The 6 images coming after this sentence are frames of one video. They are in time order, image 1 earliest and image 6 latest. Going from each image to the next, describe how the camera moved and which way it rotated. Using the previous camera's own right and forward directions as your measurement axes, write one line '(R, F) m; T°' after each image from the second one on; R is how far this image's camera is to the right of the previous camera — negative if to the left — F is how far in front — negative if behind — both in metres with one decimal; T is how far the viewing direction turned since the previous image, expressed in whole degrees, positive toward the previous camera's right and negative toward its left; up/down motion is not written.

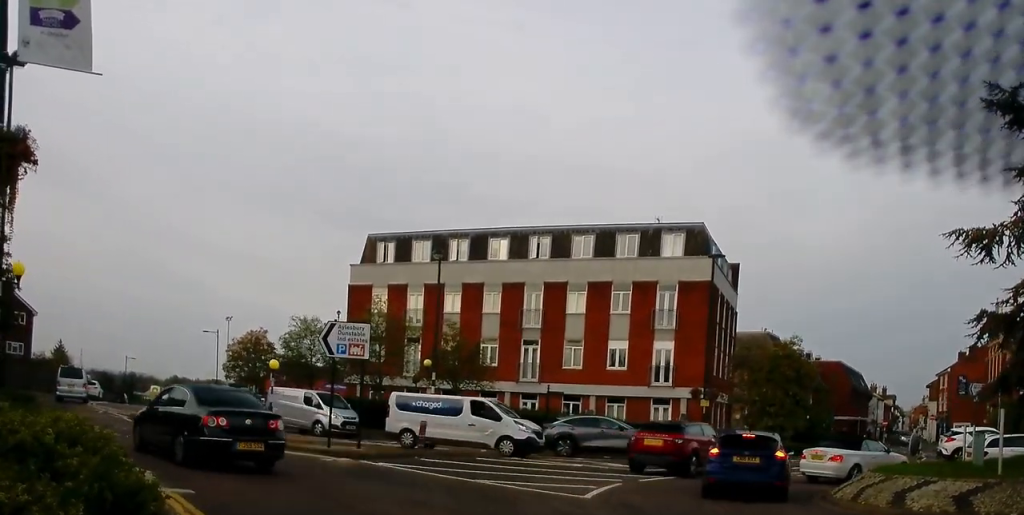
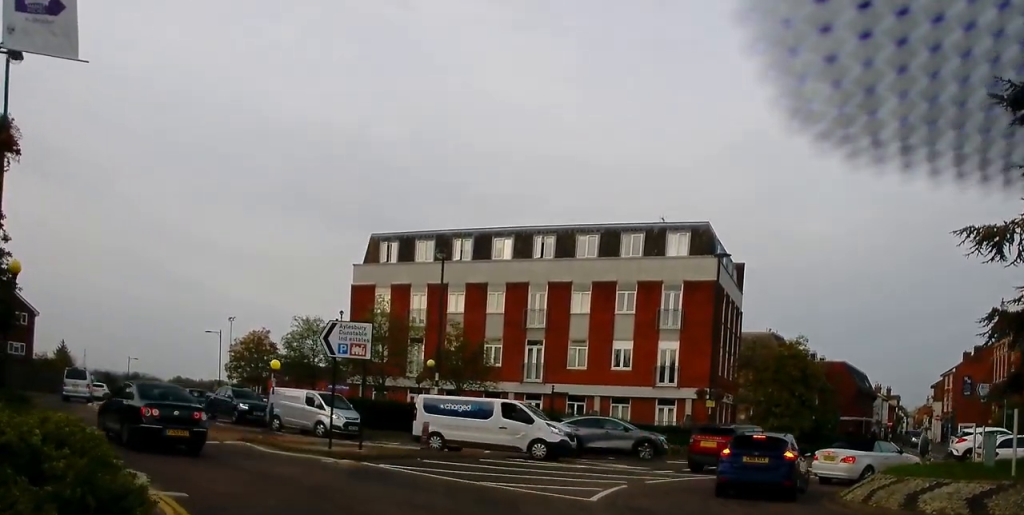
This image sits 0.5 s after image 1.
(0.0, +0.5) m; 0°
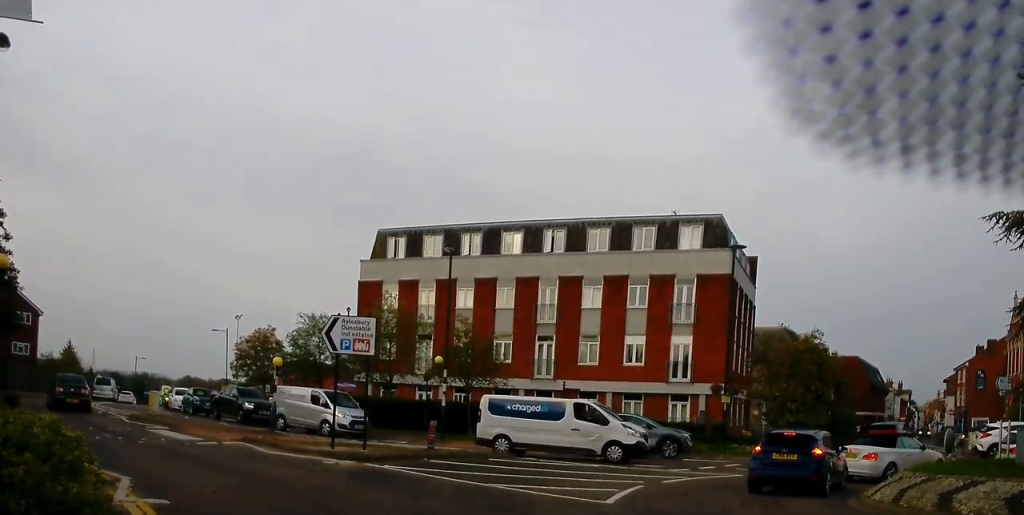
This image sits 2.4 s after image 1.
(+0.1, +0.3) m; 0°
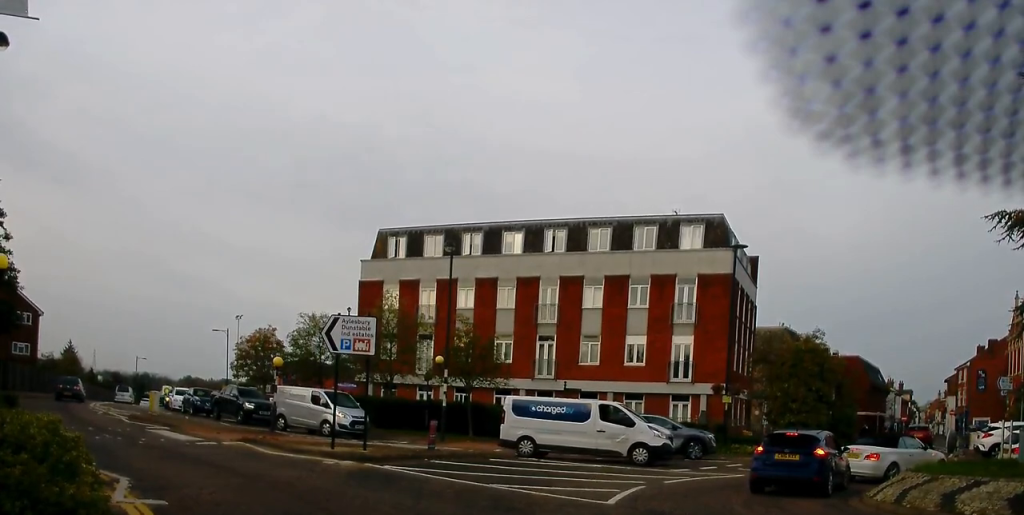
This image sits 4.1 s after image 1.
(0.0, 0.0) m; 0°
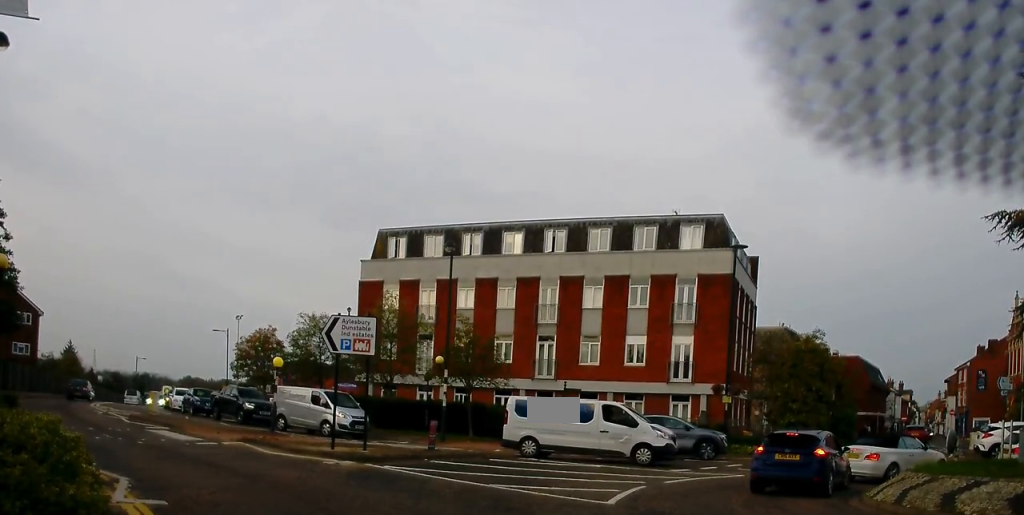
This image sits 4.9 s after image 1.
(0.0, 0.0) m; 0°
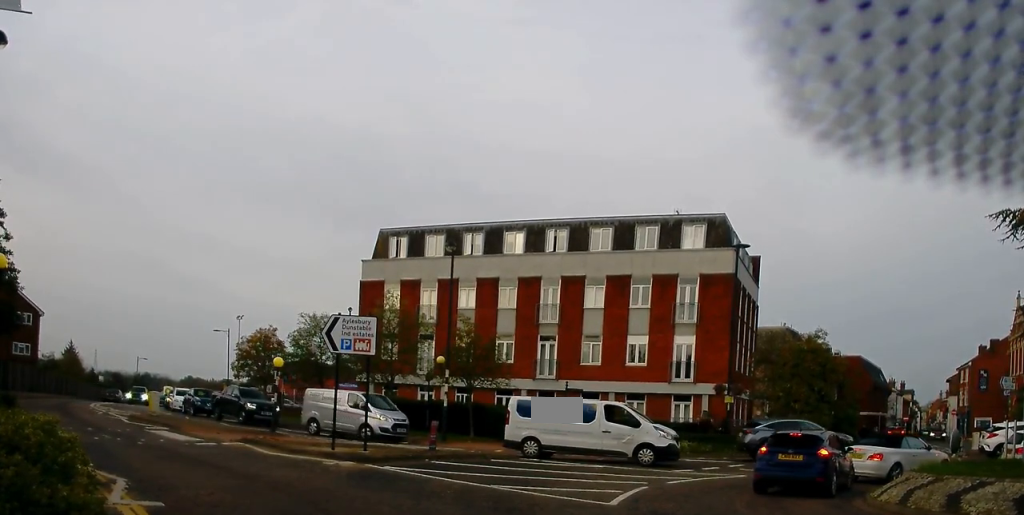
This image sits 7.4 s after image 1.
(0.0, 0.0) m; 0°
